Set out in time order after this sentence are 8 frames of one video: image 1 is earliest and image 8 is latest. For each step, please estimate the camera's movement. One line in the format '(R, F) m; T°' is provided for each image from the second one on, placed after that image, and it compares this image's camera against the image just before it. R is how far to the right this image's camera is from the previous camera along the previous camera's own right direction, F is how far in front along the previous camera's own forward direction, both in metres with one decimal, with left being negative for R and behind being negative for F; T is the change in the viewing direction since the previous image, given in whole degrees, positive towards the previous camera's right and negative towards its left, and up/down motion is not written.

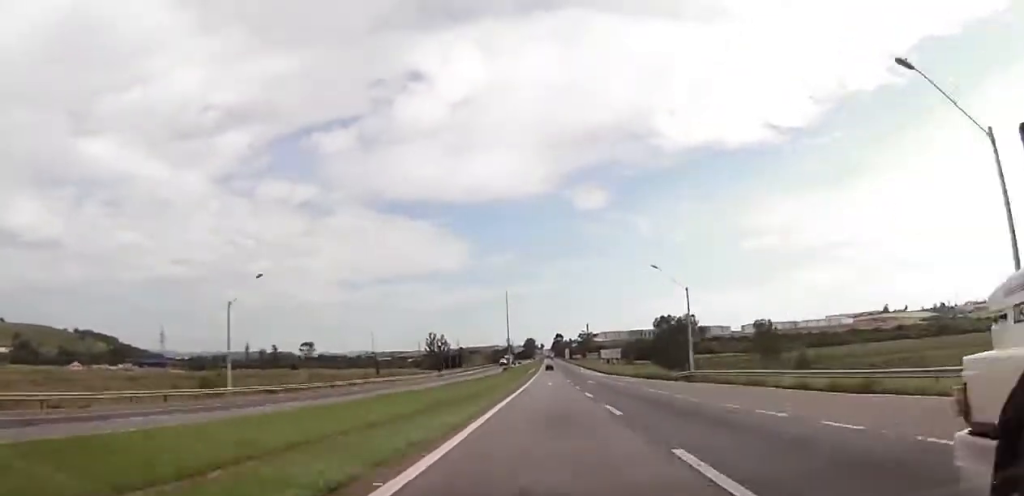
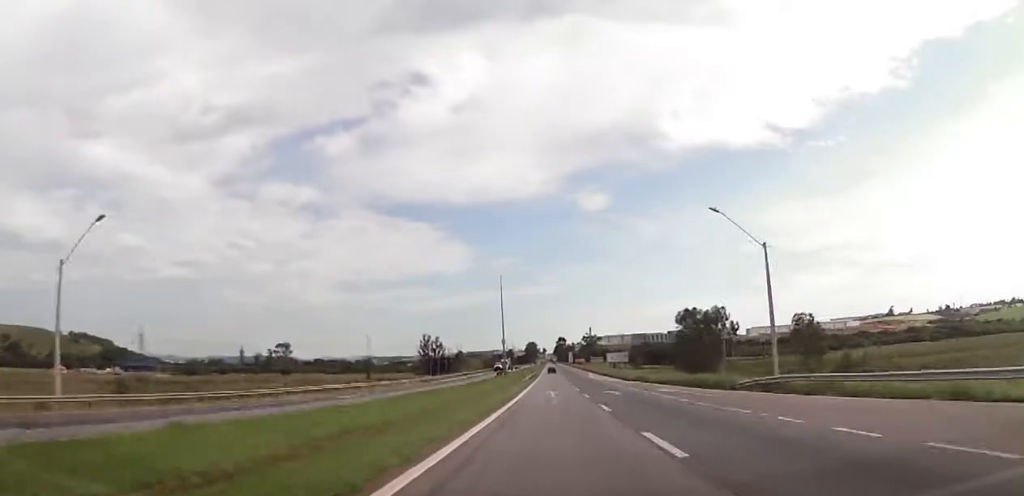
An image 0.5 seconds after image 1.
(-0.2, +20.6) m; 0°
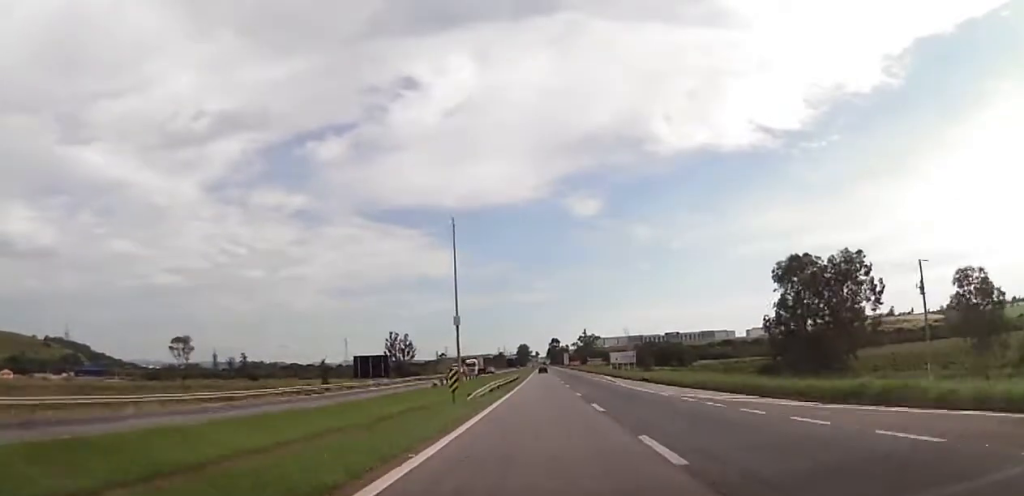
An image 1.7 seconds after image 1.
(+0.4, +51.0) m; 0°
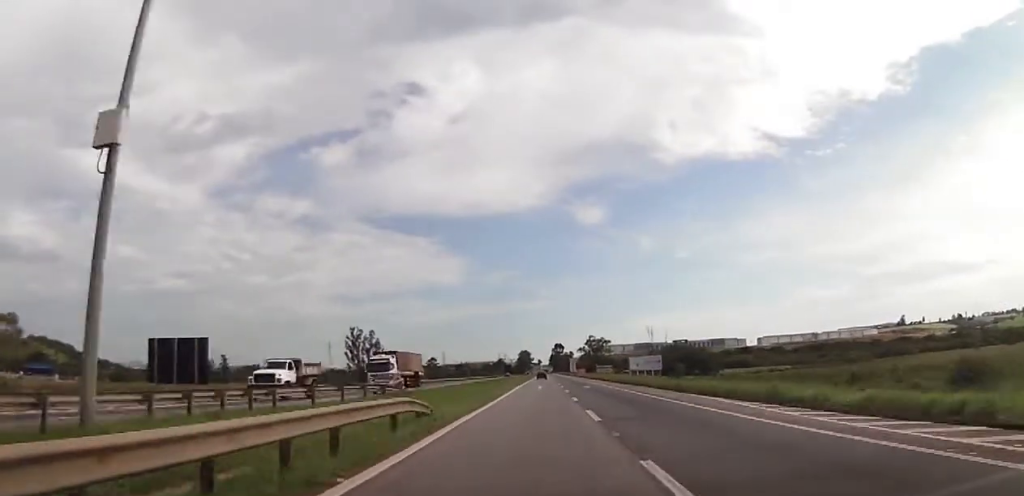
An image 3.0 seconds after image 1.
(-0.1, +53.2) m; +1°
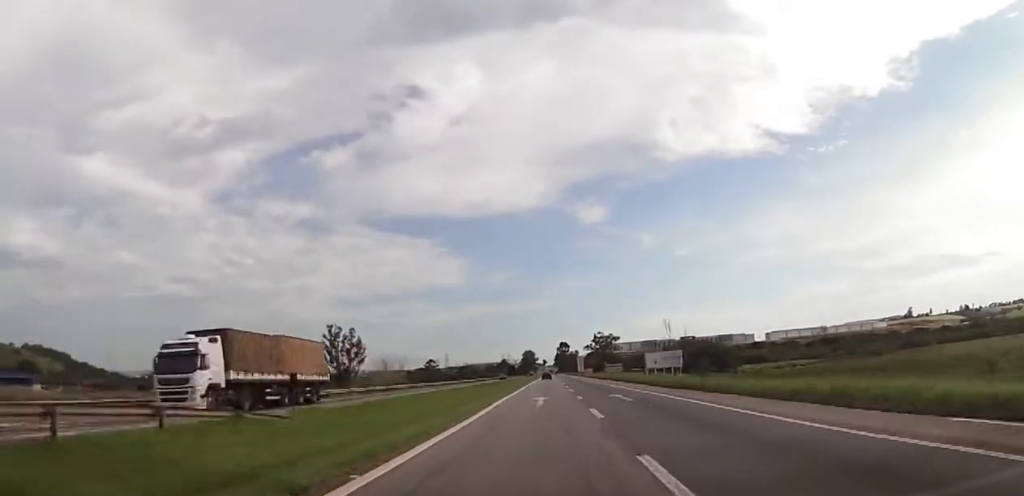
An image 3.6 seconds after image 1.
(+0.1, +24.2) m; +1°
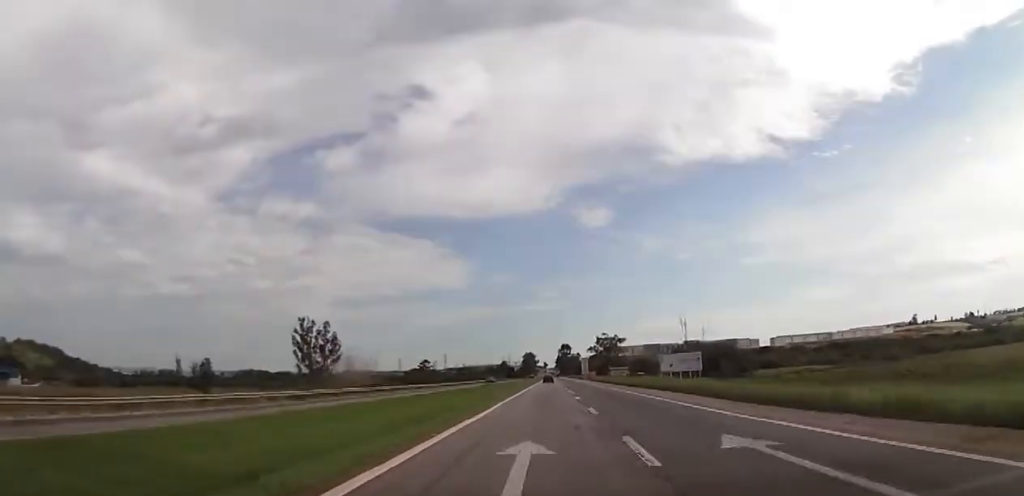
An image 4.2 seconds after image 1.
(+0.2, +21.2) m; 0°
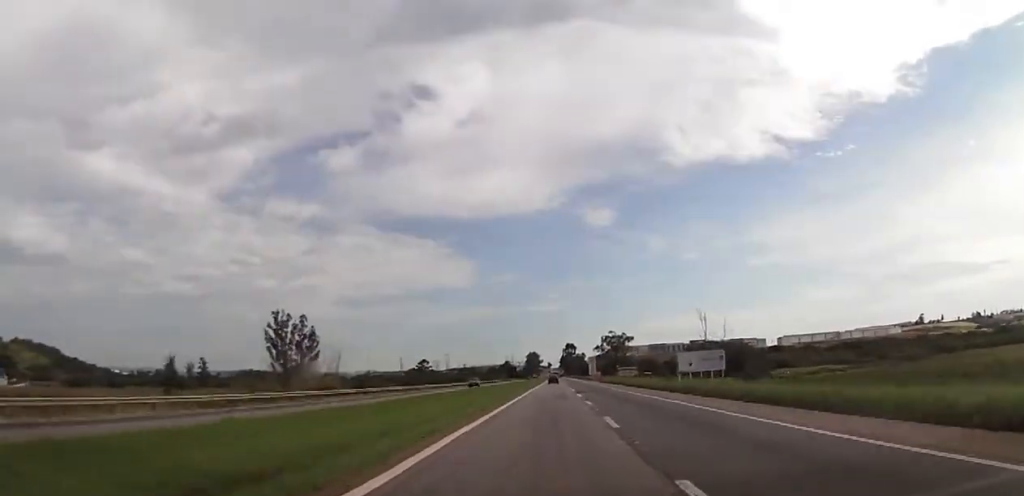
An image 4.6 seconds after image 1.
(+0.1, +17.2) m; 0°
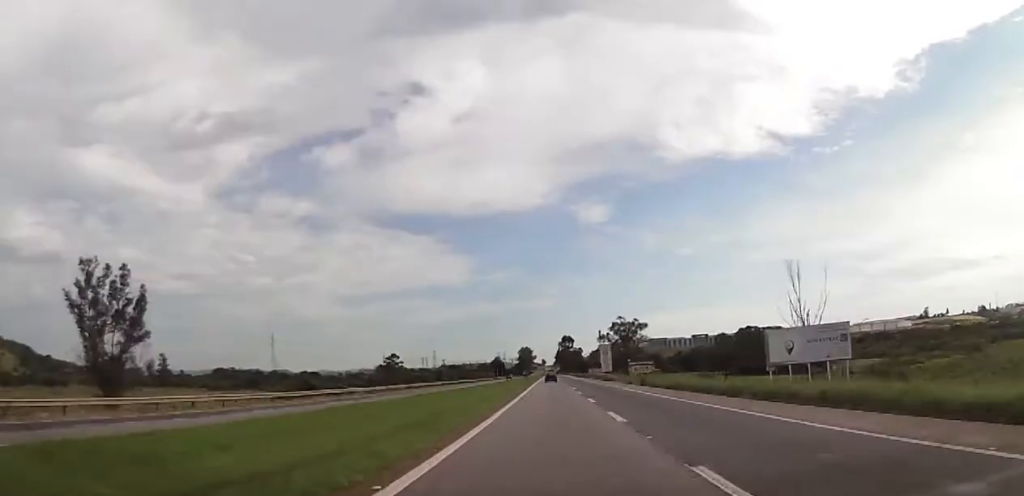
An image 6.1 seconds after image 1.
(-0.8, +60.6) m; -1°
